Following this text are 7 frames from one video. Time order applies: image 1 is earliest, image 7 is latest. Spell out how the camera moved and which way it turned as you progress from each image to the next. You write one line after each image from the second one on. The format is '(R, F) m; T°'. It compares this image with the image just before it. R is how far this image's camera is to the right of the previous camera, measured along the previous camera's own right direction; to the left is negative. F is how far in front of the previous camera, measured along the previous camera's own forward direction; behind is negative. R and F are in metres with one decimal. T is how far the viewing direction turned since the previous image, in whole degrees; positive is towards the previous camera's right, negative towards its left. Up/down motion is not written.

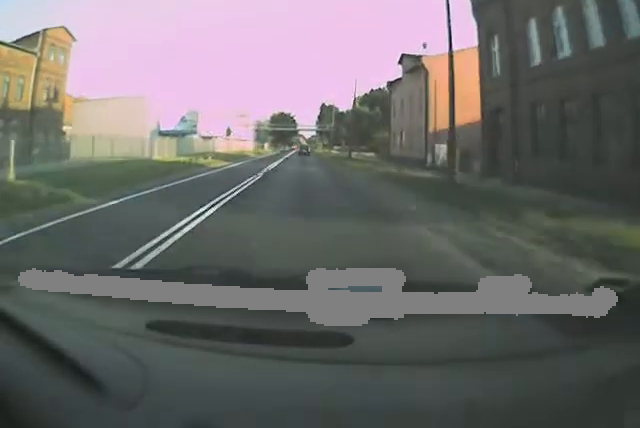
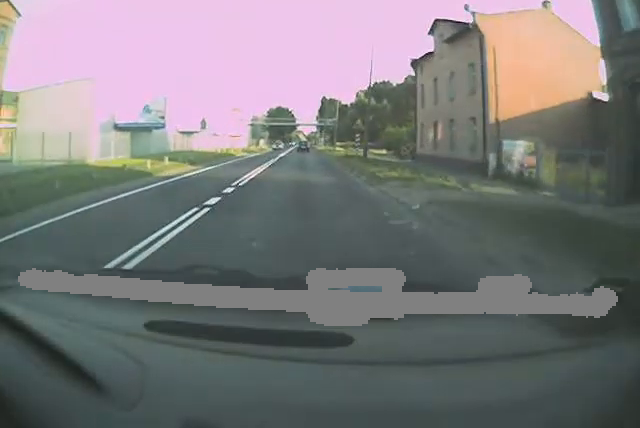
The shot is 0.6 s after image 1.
(-0.2, +10.4) m; 0°
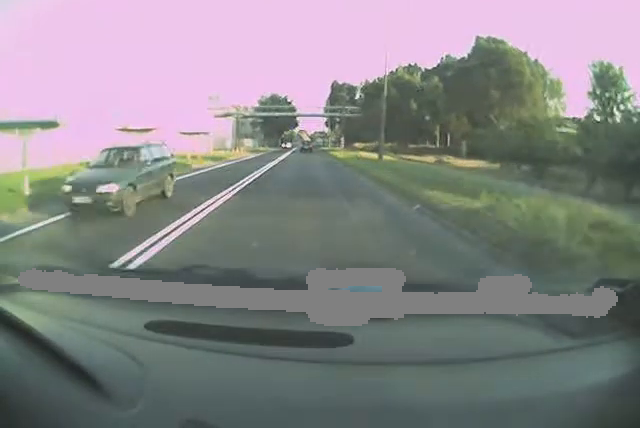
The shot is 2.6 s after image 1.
(+0.5, +34.8) m; +2°
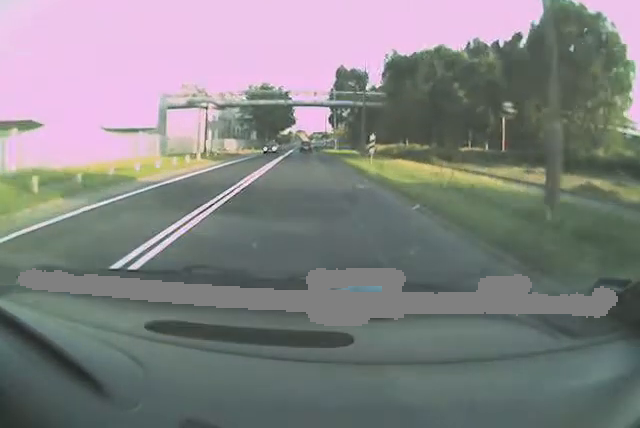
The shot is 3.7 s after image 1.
(0.0, +19.0) m; -1°
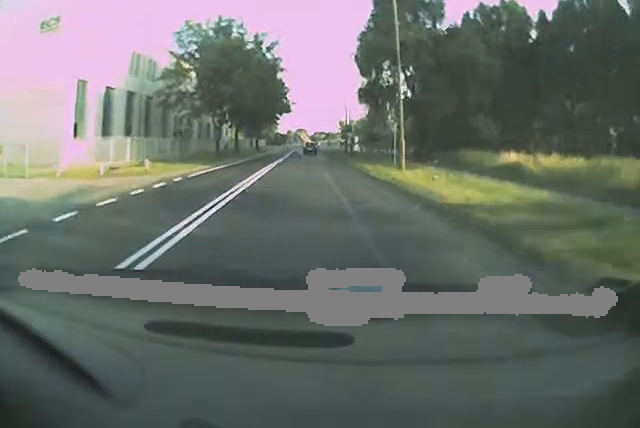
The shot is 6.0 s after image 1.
(+0.2, +40.3) m; +1°
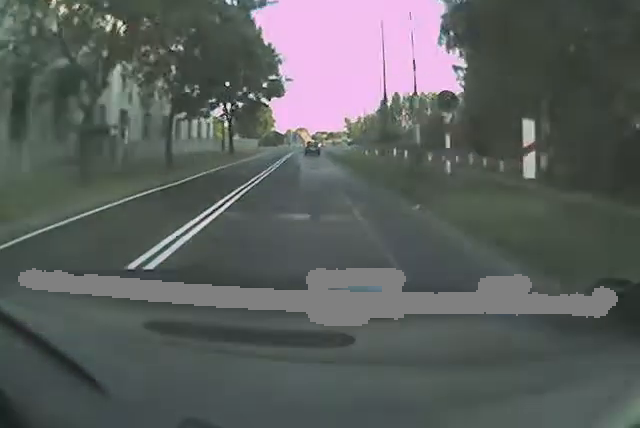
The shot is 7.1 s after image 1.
(-0.2, +18.9) m; -1°
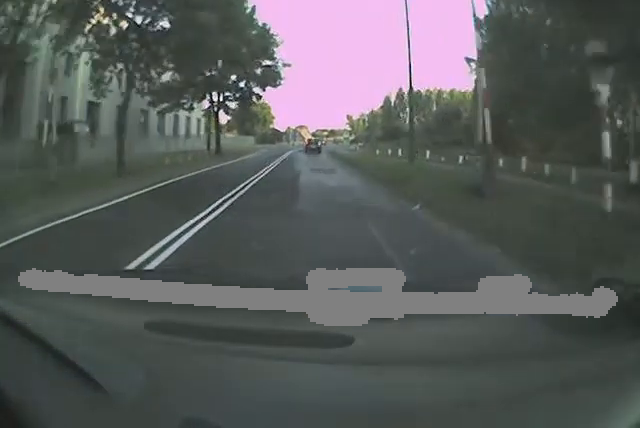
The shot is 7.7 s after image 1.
(0.0, +10.0) m; 0°
